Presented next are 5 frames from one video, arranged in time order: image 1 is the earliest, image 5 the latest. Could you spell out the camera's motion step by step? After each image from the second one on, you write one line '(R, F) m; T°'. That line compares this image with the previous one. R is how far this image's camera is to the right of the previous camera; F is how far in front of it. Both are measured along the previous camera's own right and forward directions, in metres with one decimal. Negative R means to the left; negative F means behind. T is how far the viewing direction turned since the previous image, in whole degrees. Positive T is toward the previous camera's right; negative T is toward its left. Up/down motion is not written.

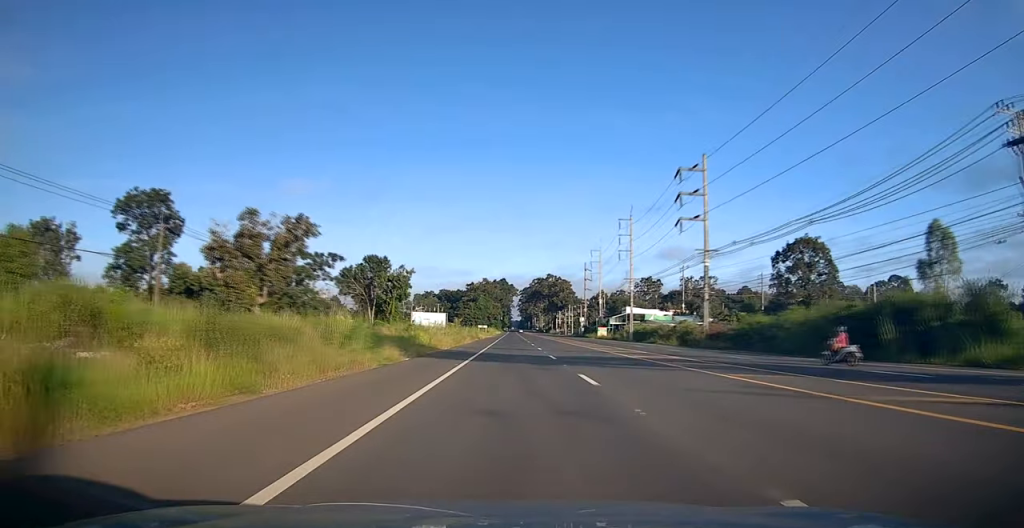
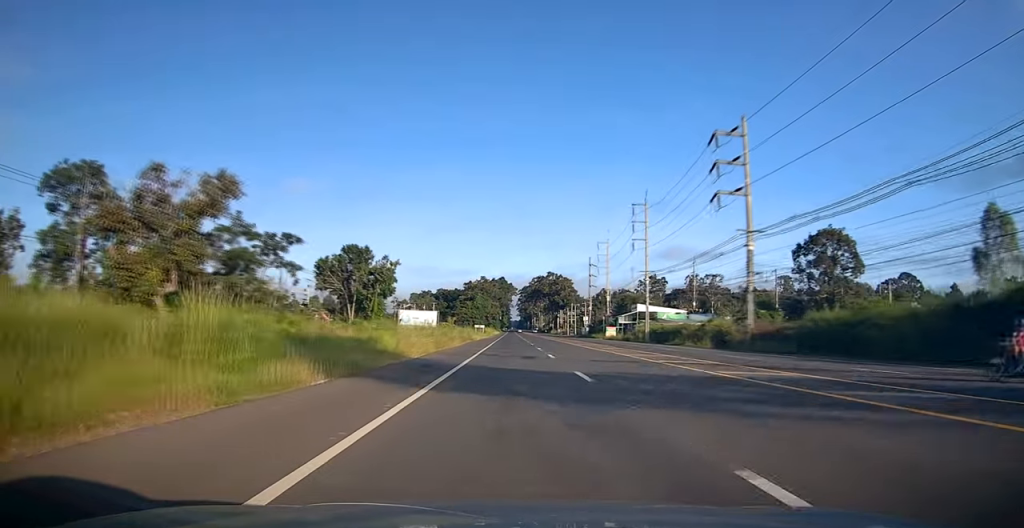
(+0.2, +11.1) m; +1°
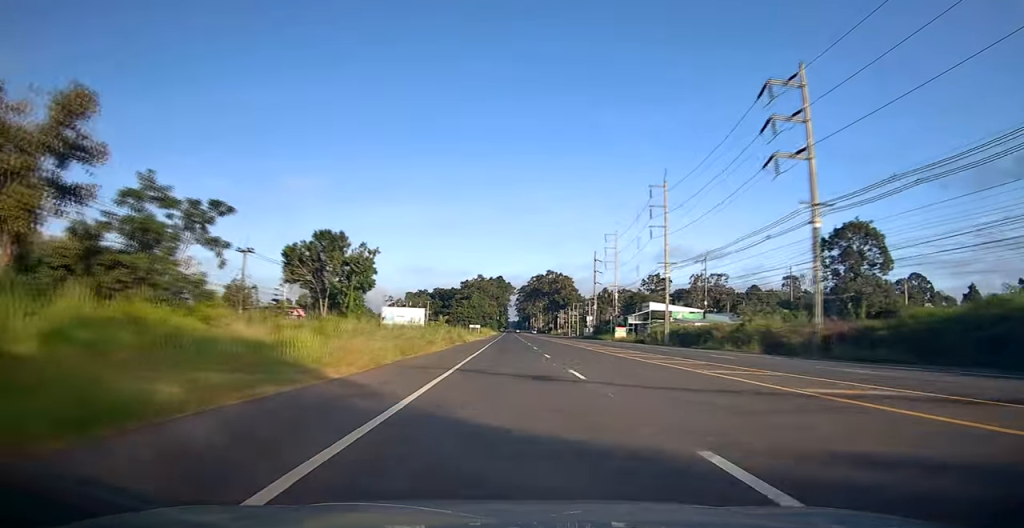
(+0.1, +11.1) m; -1°
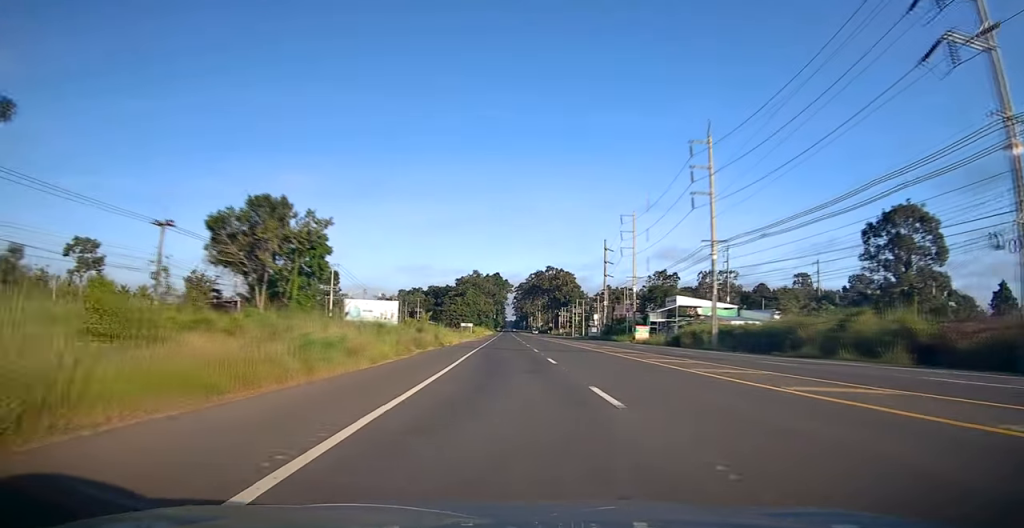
(-0.3, +17.3) m; -1°
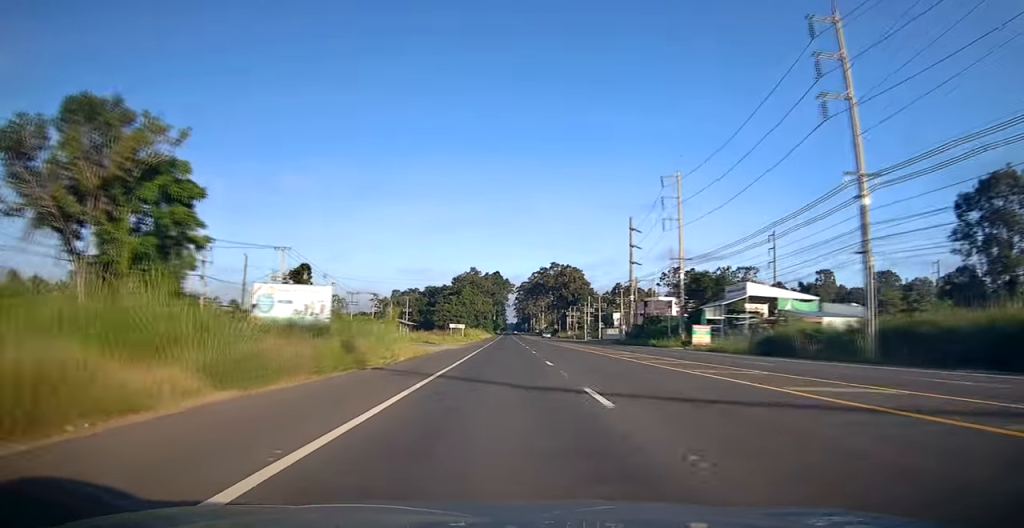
(+0.1, +24.1) m; +2°
